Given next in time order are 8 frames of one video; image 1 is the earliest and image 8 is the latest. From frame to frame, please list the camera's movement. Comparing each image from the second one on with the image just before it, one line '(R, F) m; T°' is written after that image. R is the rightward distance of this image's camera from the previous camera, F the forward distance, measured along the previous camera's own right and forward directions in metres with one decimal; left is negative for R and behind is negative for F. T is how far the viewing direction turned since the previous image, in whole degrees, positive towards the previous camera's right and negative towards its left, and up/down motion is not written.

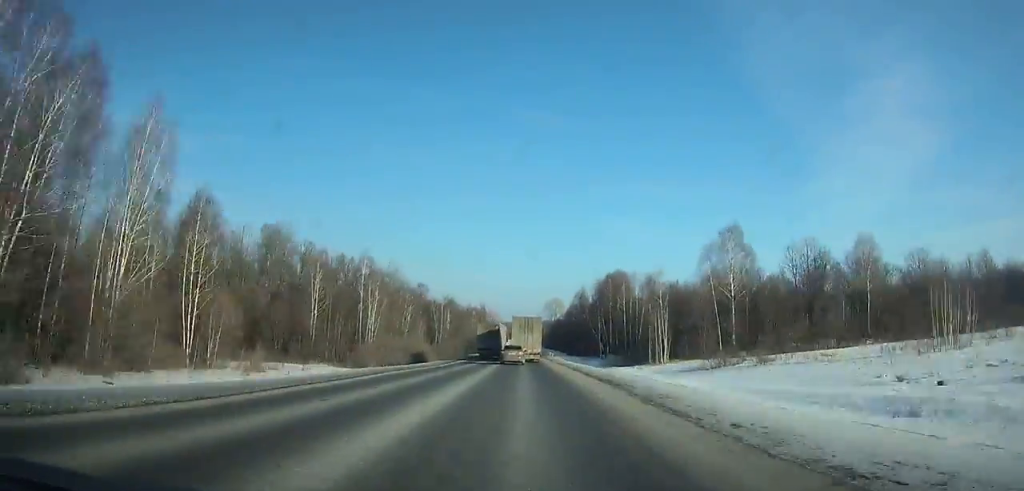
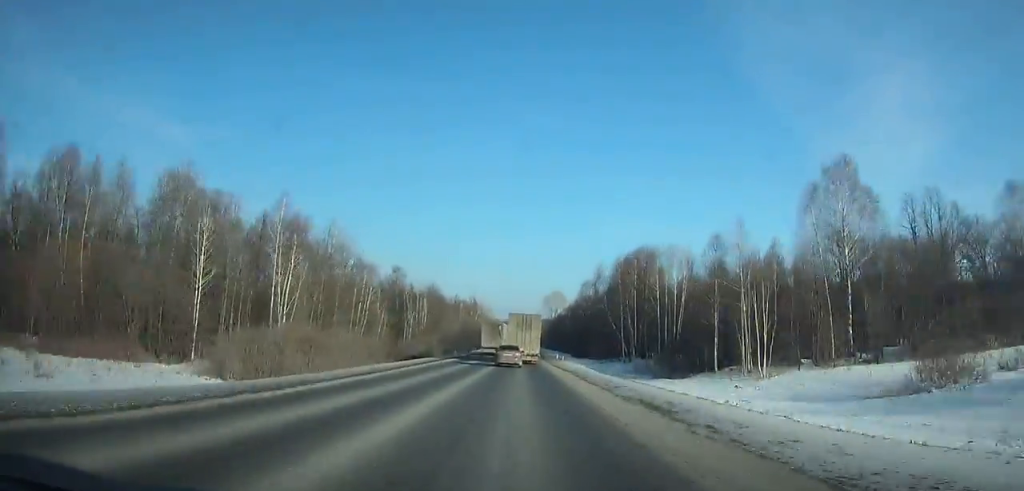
(-0.1, +32.5) m; 0°
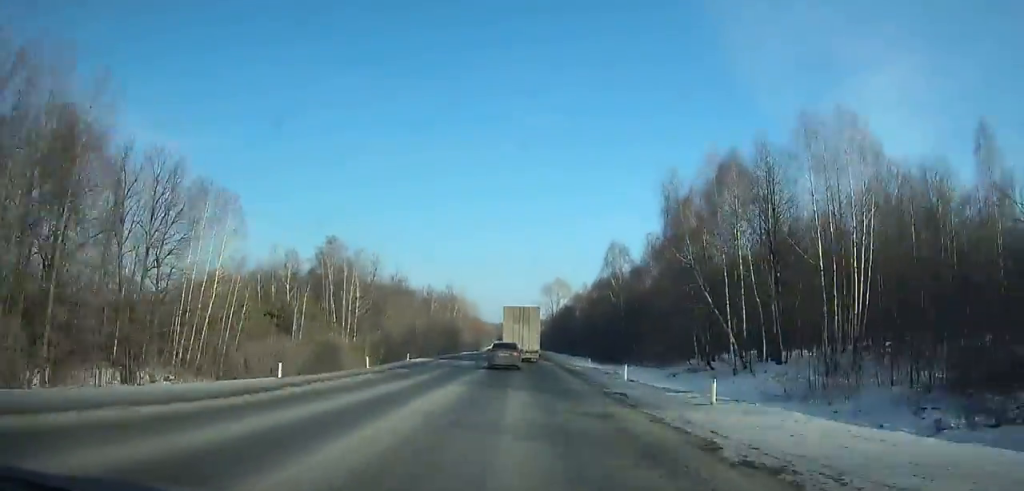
(0.0, +50.5) m; 0°
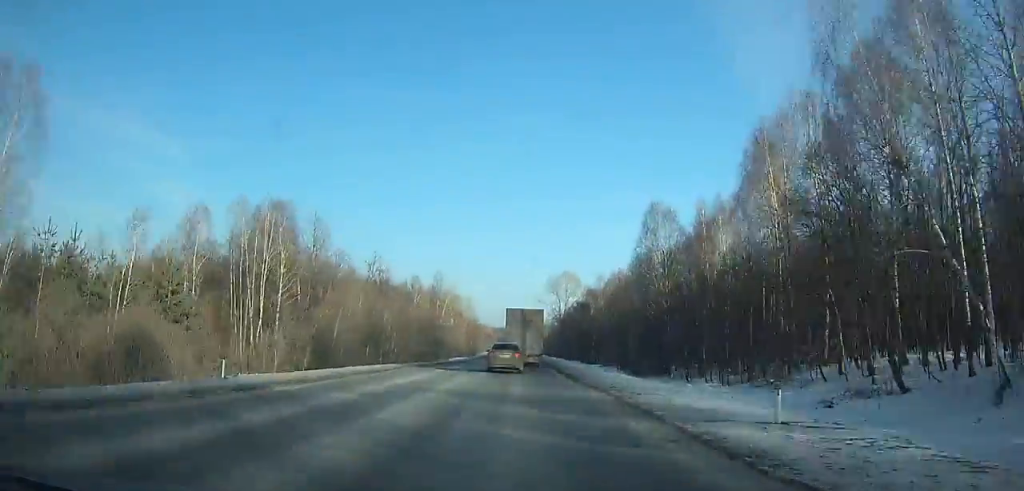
(0.0, +27.2) m; 0°
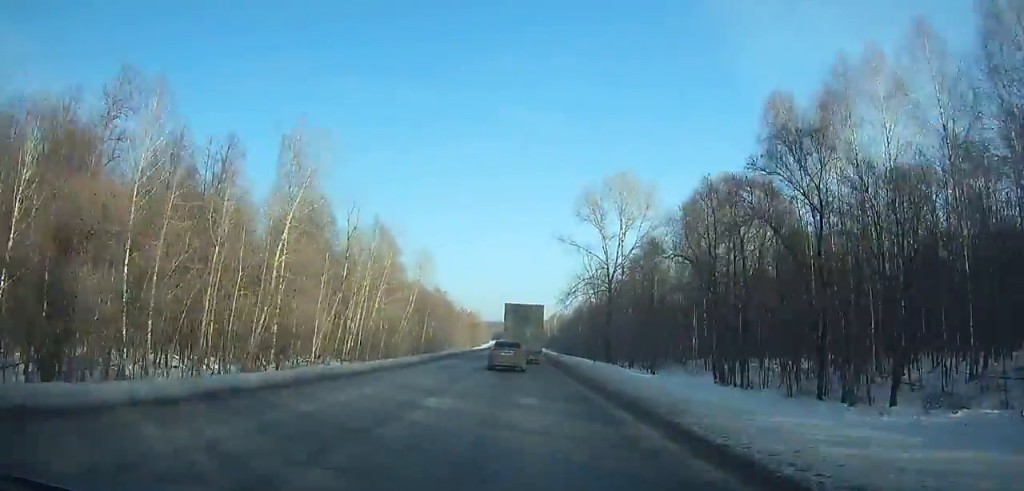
(+0.7, +91.0) m; +1°
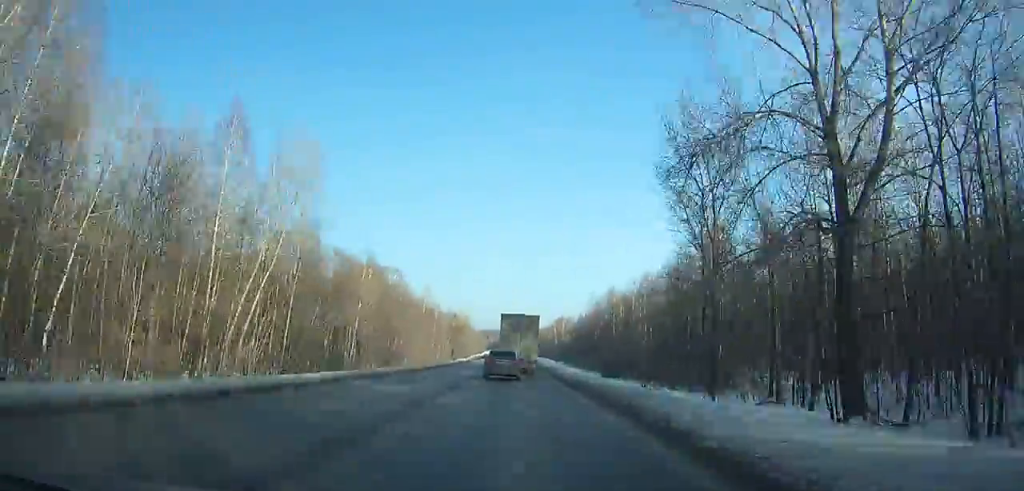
(0.0, +56.2) m; 0°
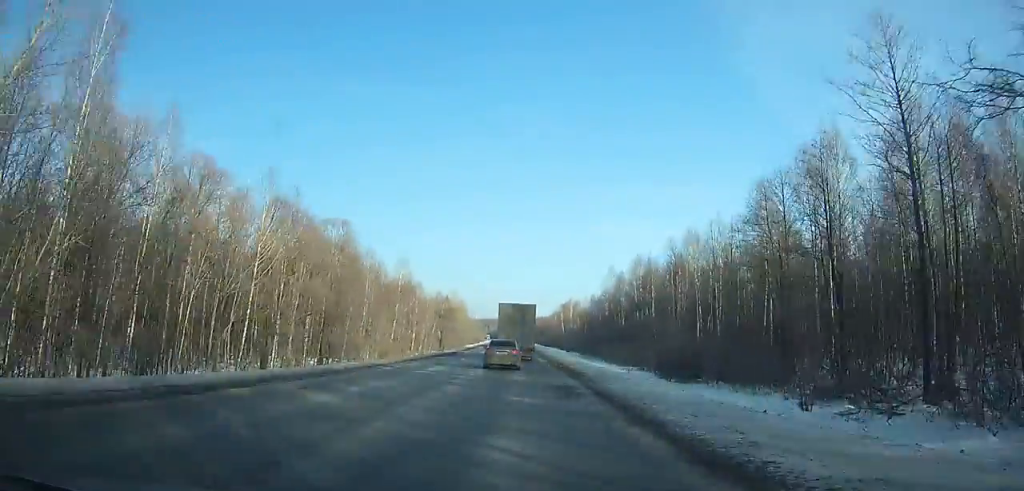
(0.0, +27.2) m; 0°
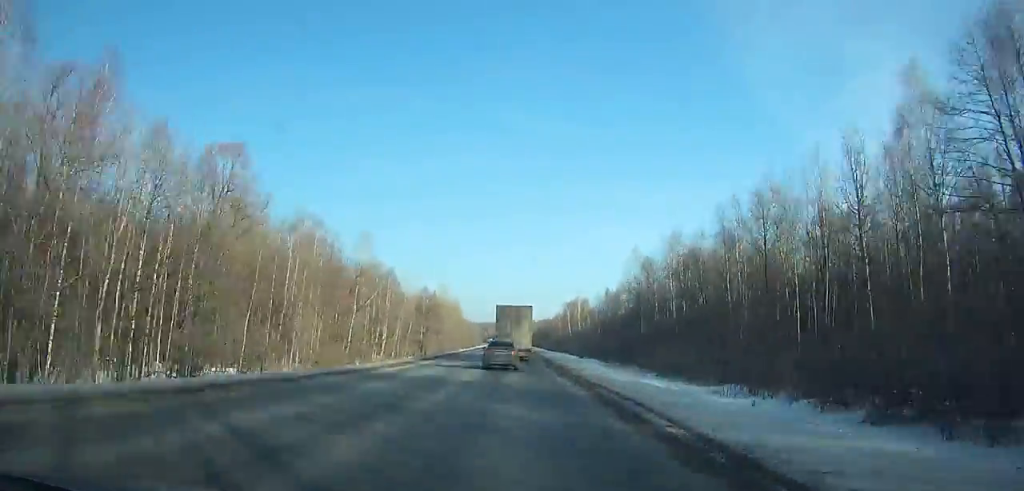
(-0.1, +25.4) m; 0°
